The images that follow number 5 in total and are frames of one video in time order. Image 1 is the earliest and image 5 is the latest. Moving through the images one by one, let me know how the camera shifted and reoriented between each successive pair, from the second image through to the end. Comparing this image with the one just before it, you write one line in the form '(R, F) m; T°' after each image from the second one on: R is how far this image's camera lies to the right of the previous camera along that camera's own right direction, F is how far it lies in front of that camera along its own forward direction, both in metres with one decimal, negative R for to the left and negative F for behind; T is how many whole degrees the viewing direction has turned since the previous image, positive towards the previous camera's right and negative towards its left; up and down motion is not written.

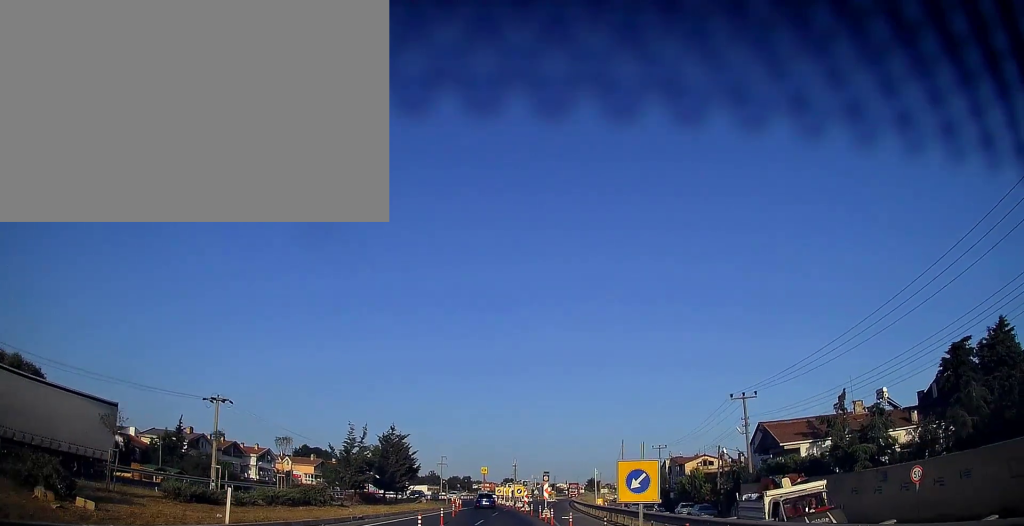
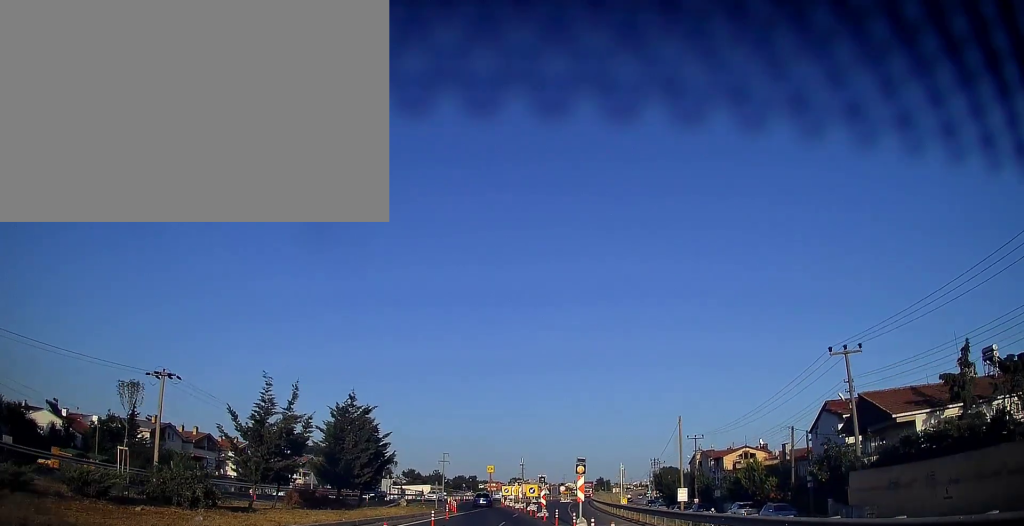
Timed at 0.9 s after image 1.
(-0.1, +13.7) m; -1°
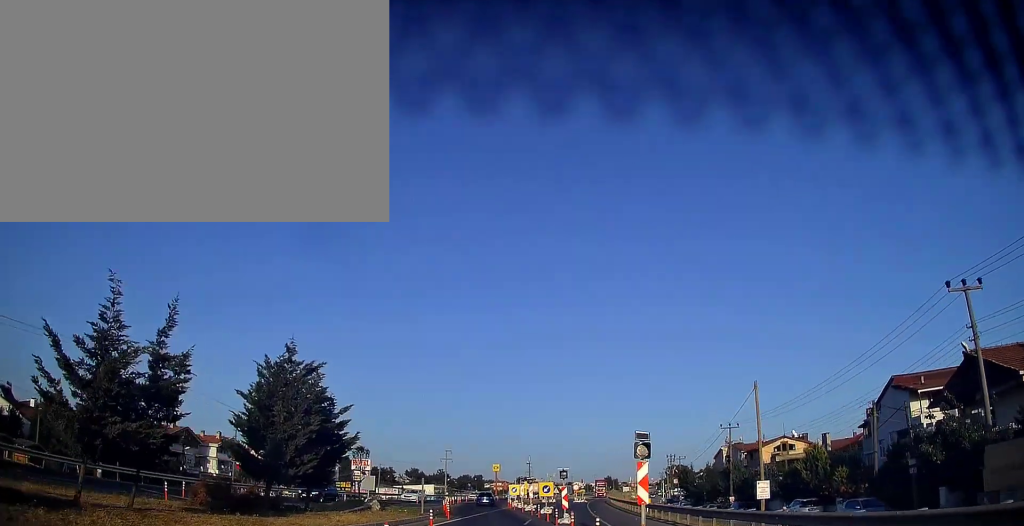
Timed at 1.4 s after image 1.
(0.0, +9.2) m; -1°
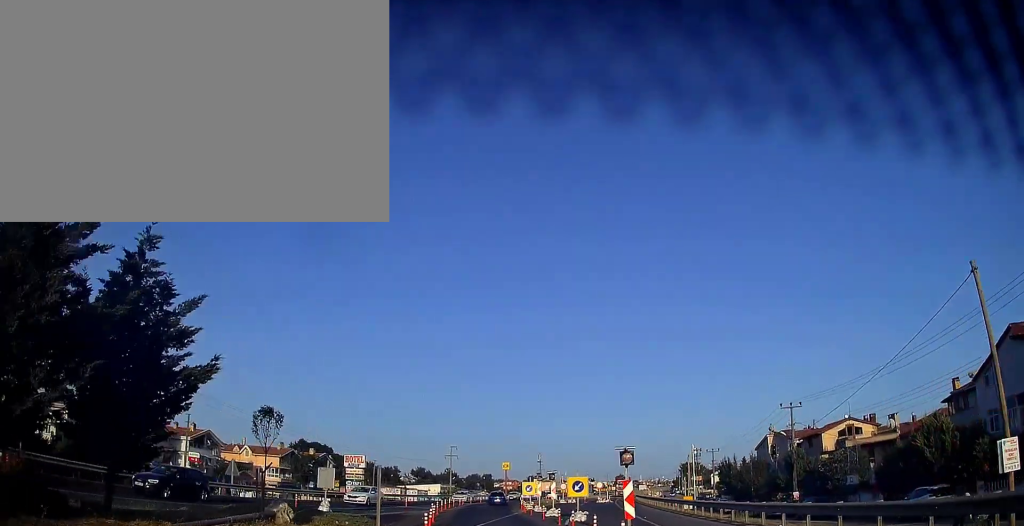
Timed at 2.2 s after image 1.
(-0.2, +12.6) m; -1°
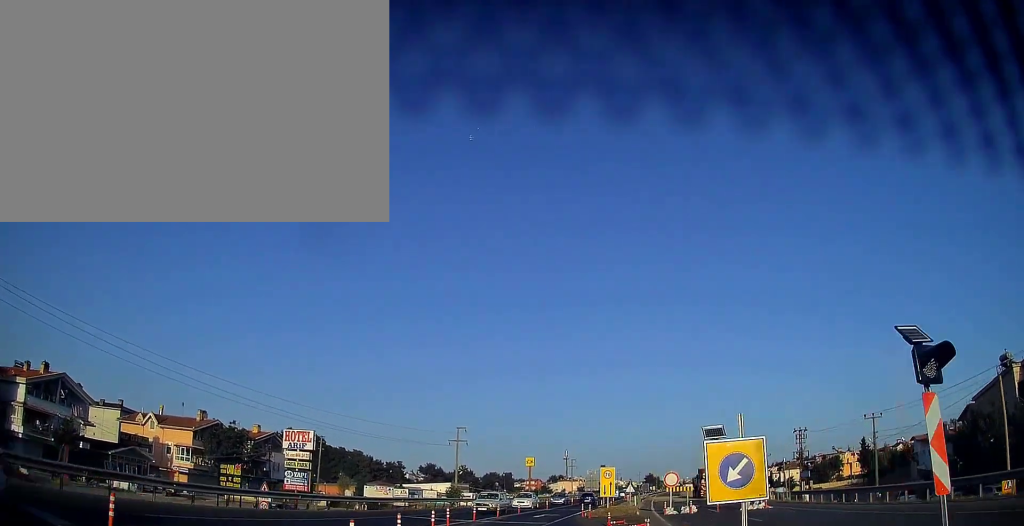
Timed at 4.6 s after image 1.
(-0.3, +39.4) m; 0°
